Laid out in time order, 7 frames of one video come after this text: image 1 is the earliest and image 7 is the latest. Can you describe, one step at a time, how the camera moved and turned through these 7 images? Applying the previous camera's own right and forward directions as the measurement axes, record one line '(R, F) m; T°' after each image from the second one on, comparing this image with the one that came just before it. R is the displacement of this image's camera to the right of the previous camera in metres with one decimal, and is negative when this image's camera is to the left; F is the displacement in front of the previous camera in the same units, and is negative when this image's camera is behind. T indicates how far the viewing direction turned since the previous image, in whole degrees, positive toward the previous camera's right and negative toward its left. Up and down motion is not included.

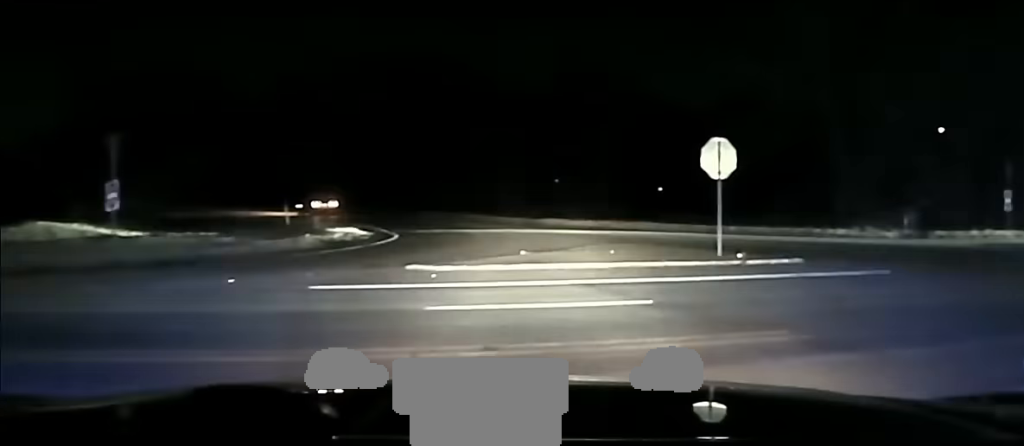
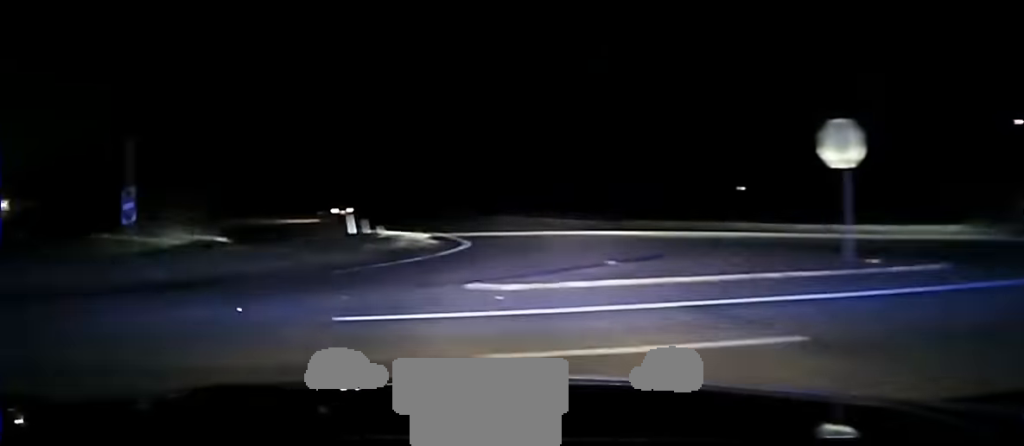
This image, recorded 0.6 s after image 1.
(-0.4, +4.5) m; -2°
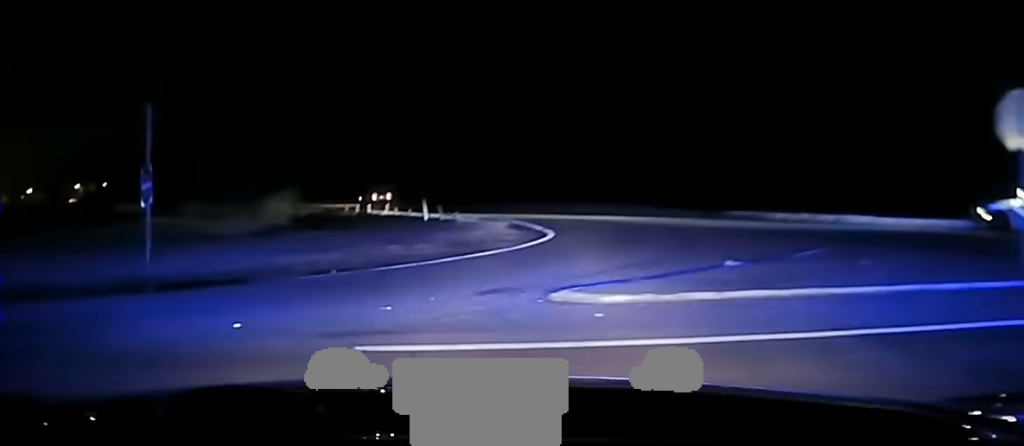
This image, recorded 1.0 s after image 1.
(-0.1, +3.9) m; -1°
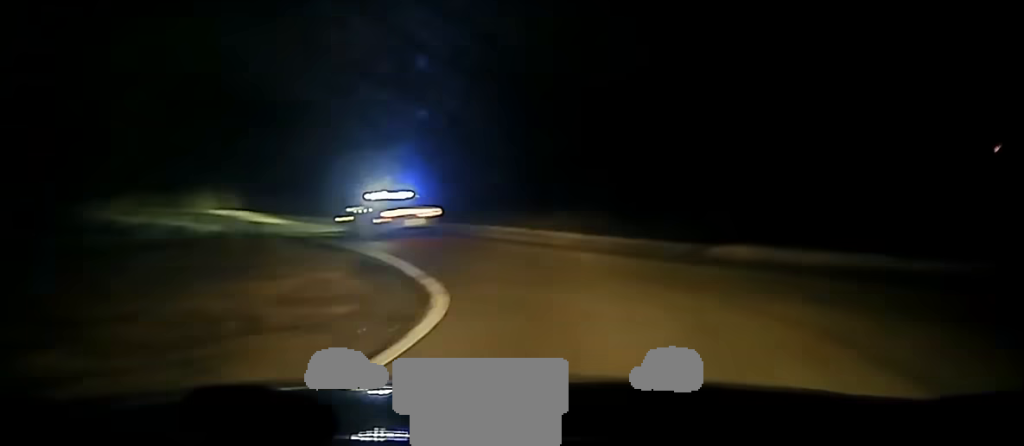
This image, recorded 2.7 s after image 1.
(+0.2, +19.2) m; +4°
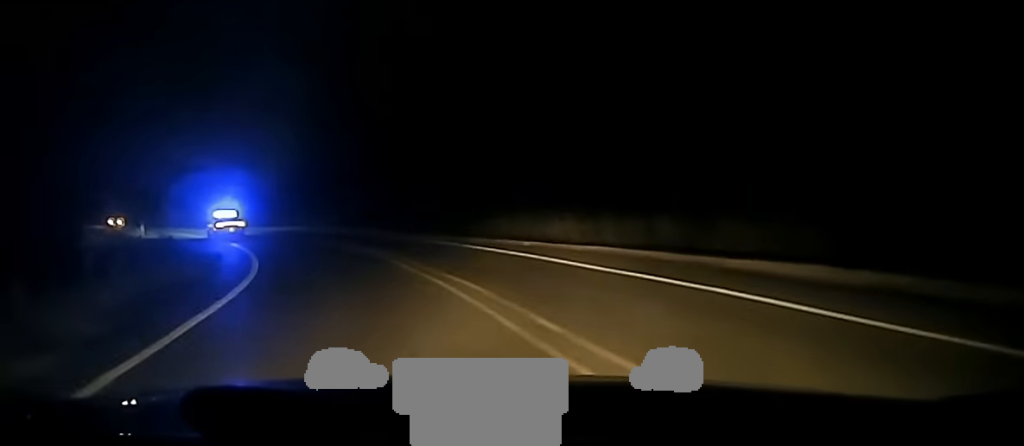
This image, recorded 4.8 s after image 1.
(-1.7, +30.1) m; -18°
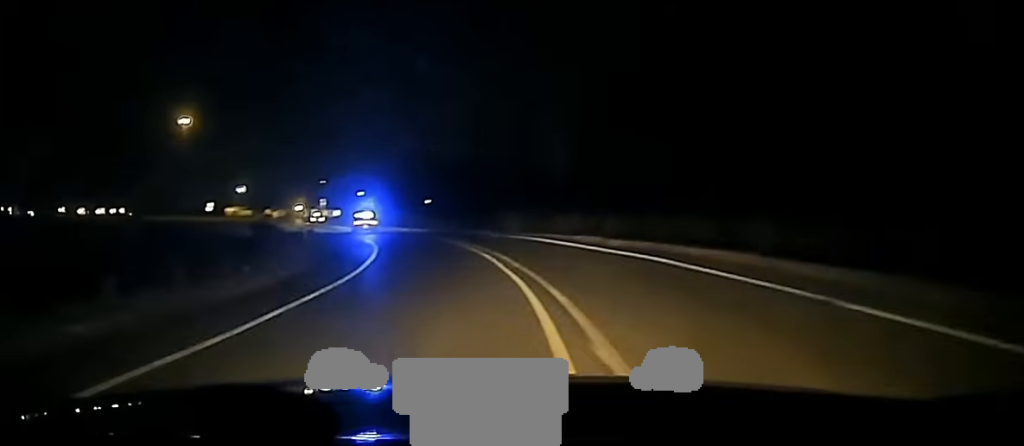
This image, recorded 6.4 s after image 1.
(-6.1, +34.3) m; -15°
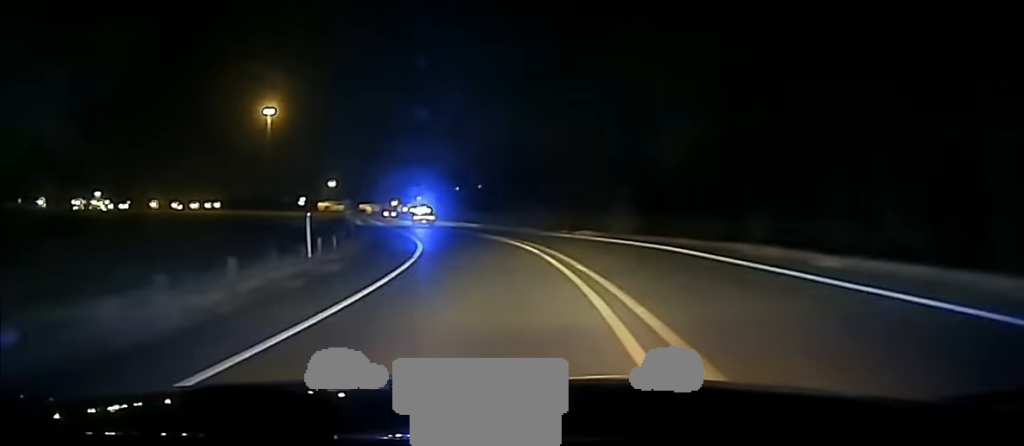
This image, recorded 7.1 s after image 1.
(-0.7, +17.4) m; -4°
